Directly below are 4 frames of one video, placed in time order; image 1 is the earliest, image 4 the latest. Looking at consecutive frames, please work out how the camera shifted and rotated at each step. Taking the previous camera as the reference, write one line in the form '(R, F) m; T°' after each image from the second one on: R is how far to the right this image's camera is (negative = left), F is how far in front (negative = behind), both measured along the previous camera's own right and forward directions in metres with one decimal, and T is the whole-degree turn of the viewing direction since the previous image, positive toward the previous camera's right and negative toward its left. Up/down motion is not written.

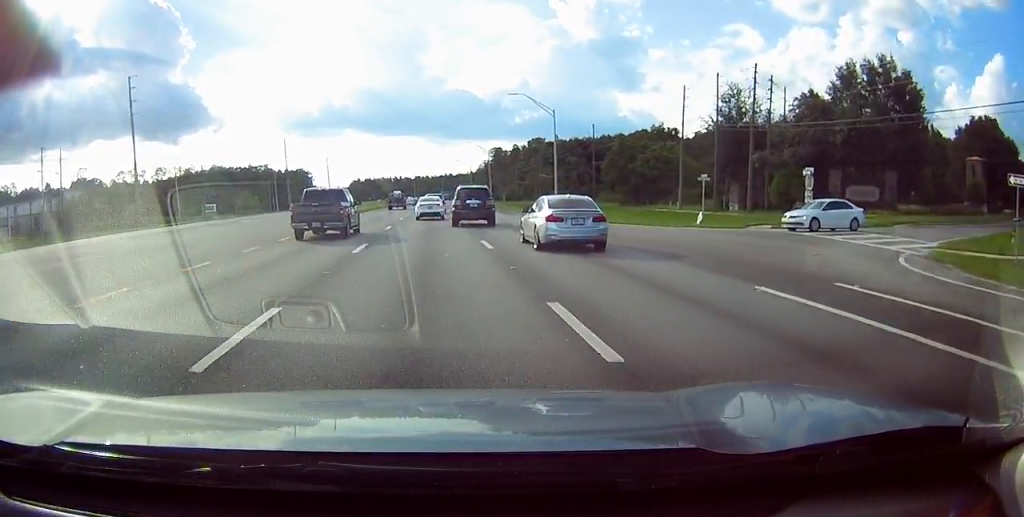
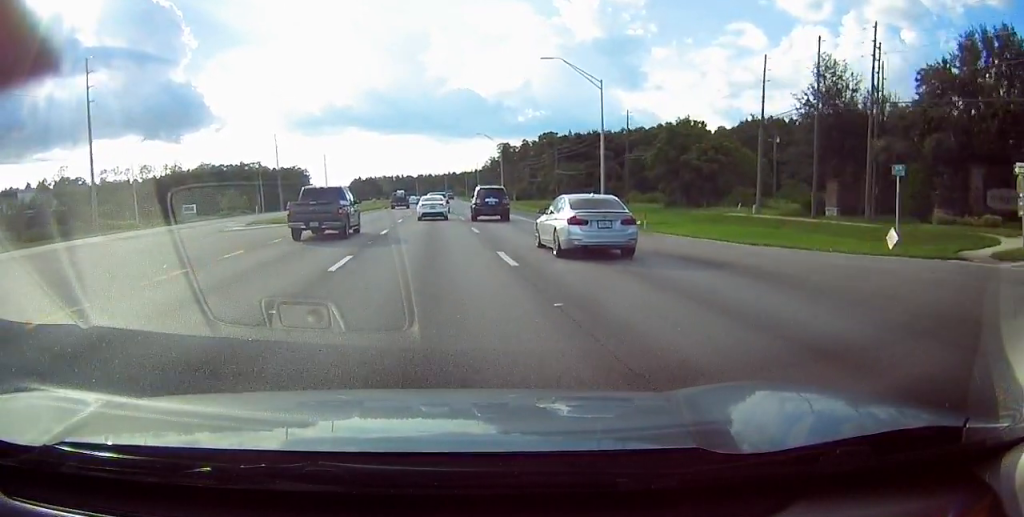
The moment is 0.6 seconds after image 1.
(0.0, +16.4) m; 0°
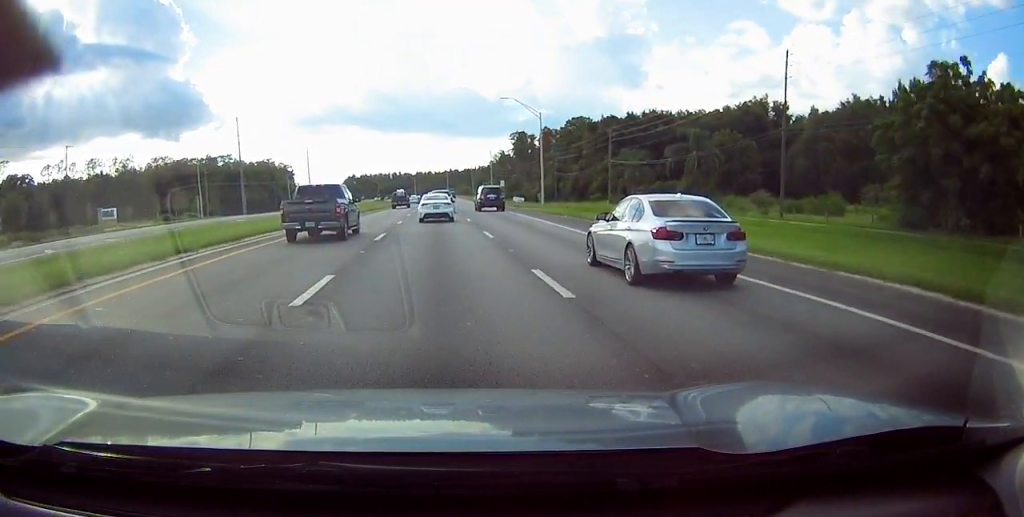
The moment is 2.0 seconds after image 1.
(0.0, +40.3) m; 0°
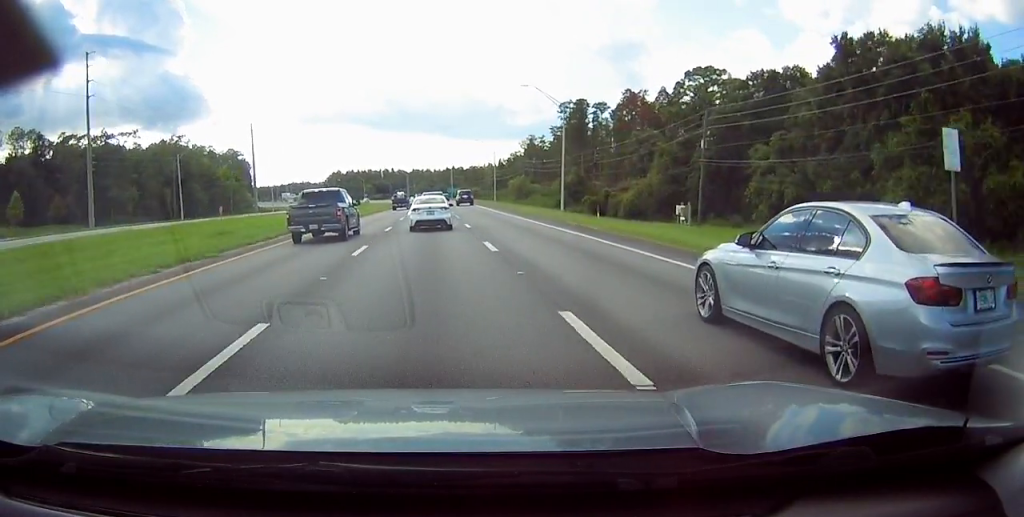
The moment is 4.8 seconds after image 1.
(+0.3, +76.1) m; 0°
